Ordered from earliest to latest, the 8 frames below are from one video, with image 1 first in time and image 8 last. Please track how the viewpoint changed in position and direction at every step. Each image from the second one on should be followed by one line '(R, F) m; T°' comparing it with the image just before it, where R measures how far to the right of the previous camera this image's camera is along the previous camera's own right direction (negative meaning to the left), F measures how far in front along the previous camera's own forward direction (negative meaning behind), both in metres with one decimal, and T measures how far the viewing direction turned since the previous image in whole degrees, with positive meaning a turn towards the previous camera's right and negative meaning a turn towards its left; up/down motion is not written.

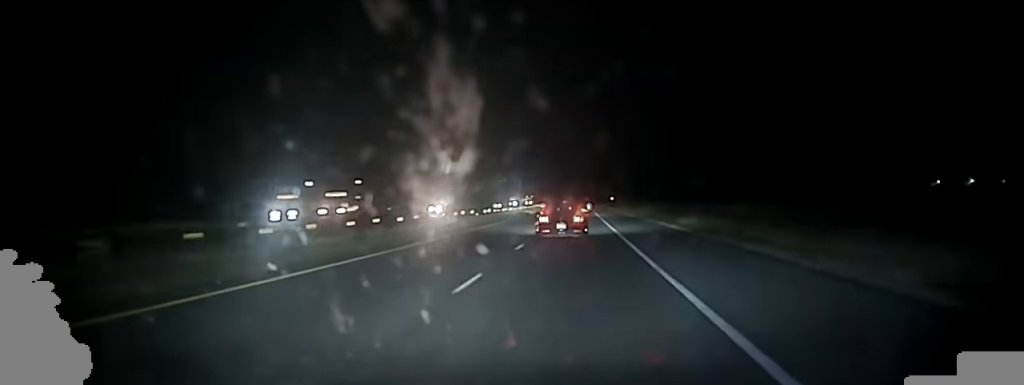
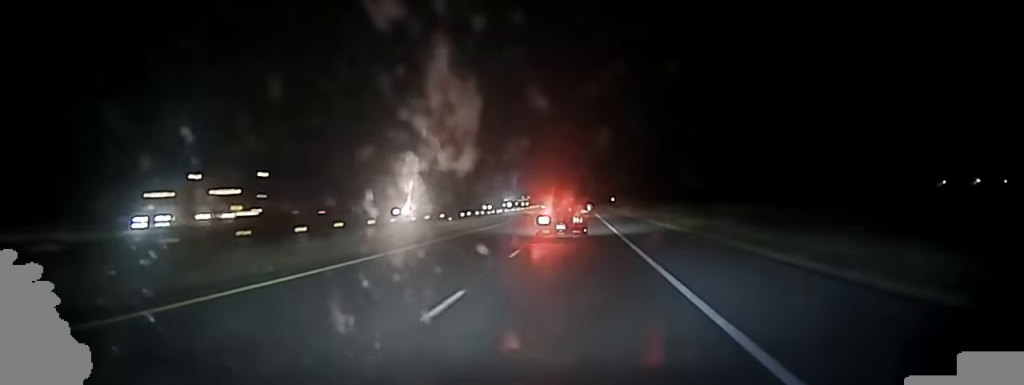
(0.0, +13.6) m; 0°
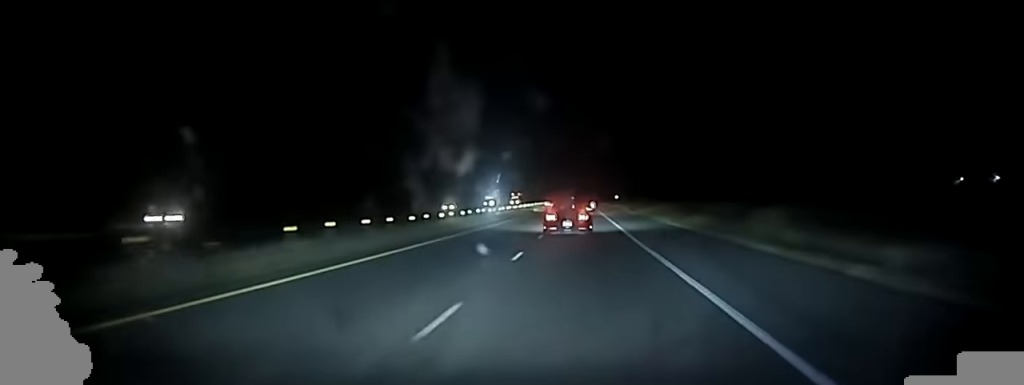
(+0.4, +37.6) m; 0°
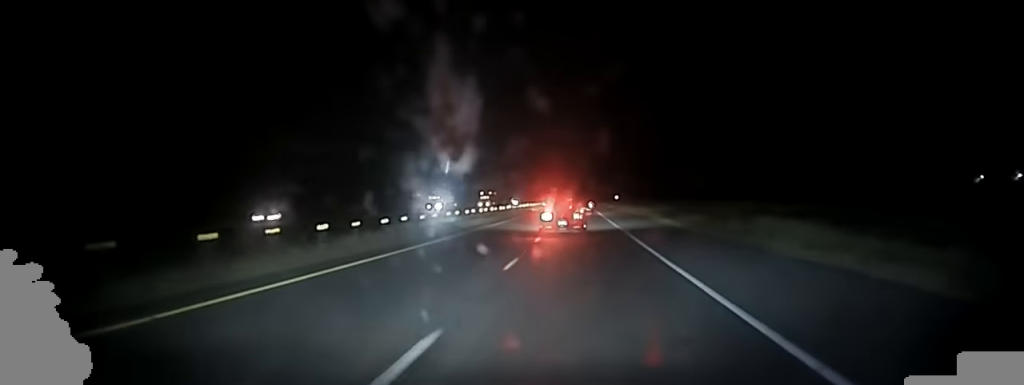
(-0.6, +50.7) m; -1°
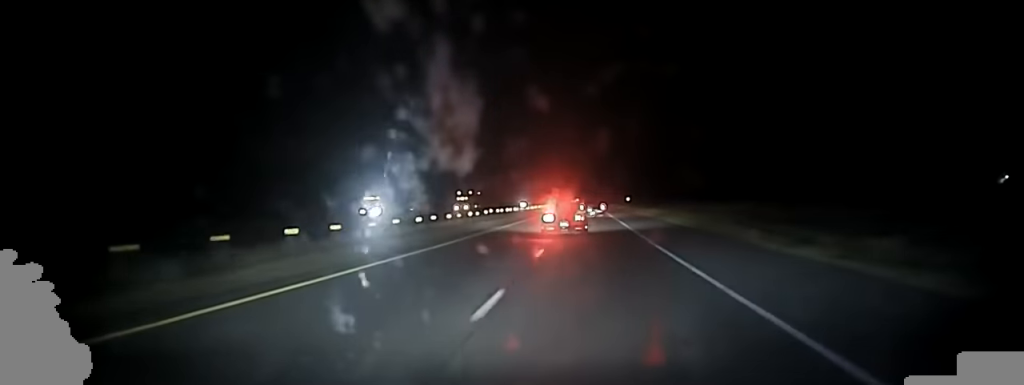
(+0.4, +30.9) m; 0°
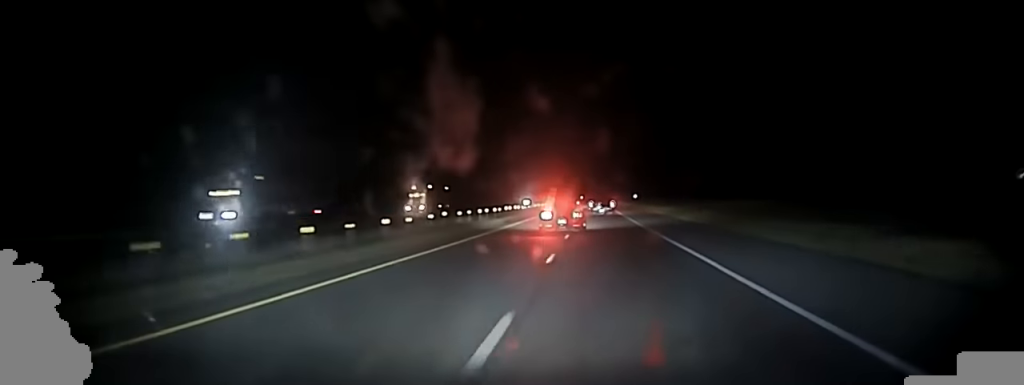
(-0.2, +27.9) m; -1°
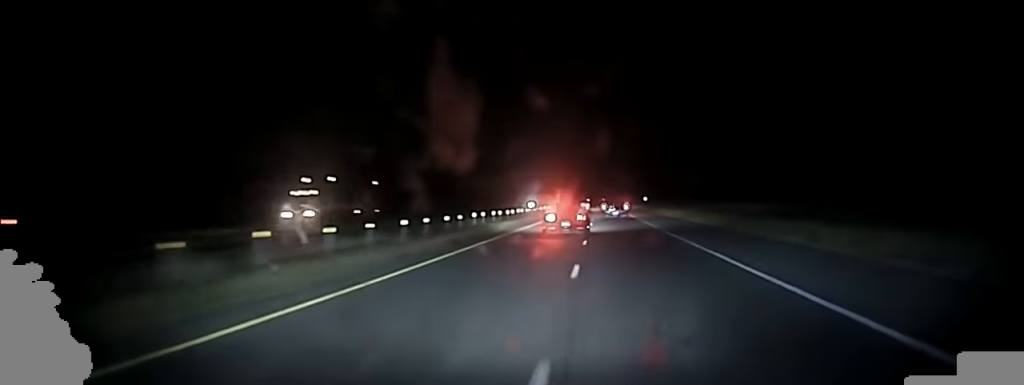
(-0.2, +27.0) m; 0°
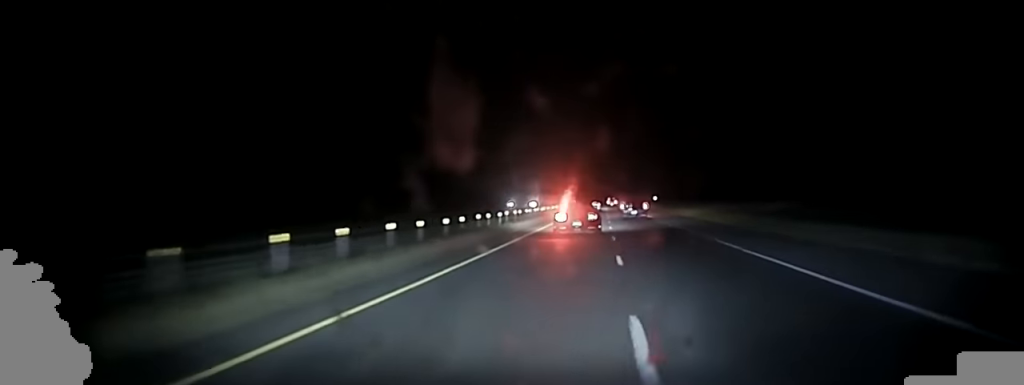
(0.0, +34.3) m; 0°
